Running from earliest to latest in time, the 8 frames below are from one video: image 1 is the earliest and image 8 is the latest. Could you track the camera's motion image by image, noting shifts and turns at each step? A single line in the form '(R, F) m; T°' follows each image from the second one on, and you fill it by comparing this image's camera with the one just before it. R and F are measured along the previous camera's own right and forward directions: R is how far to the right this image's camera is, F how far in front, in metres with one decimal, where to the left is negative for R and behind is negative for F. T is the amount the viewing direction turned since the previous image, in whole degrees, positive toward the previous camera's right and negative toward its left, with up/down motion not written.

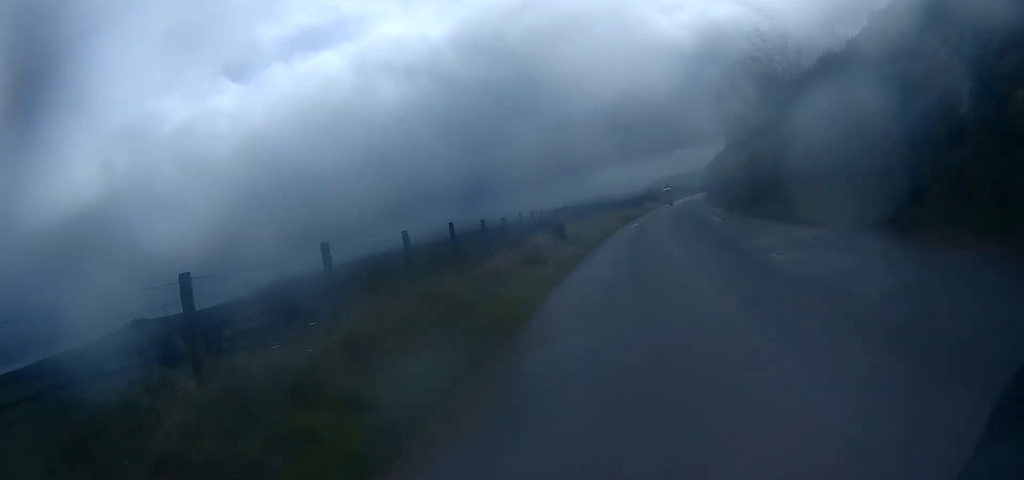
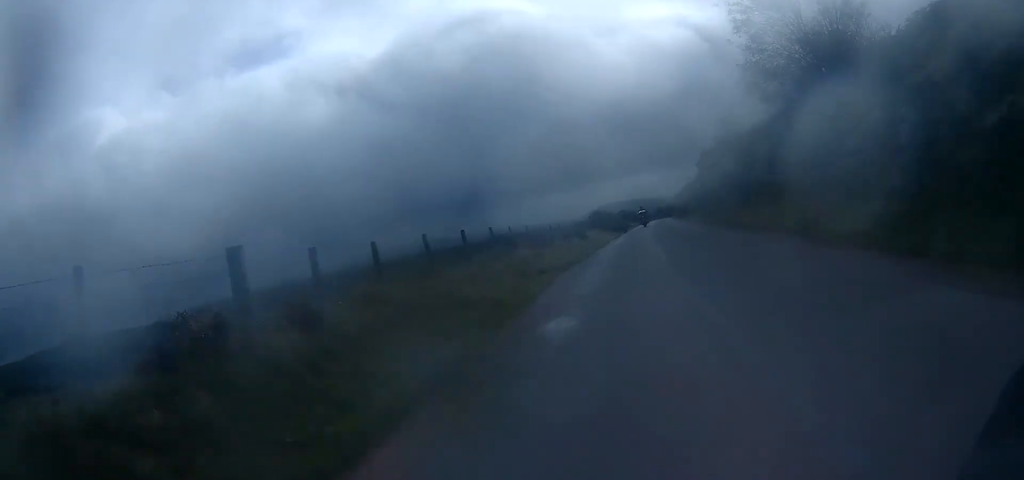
(+0.8, +21.9) m; +5°
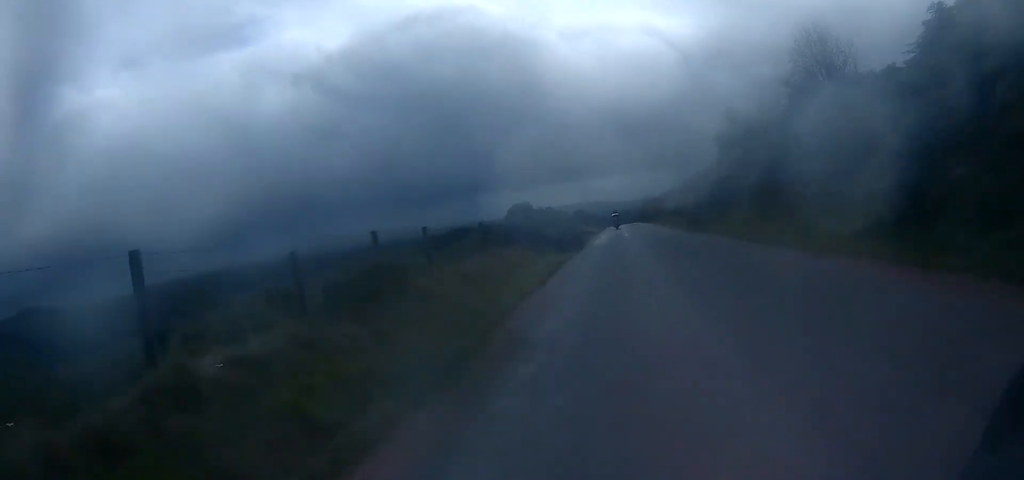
(+1.0, +24.4) m; +4°
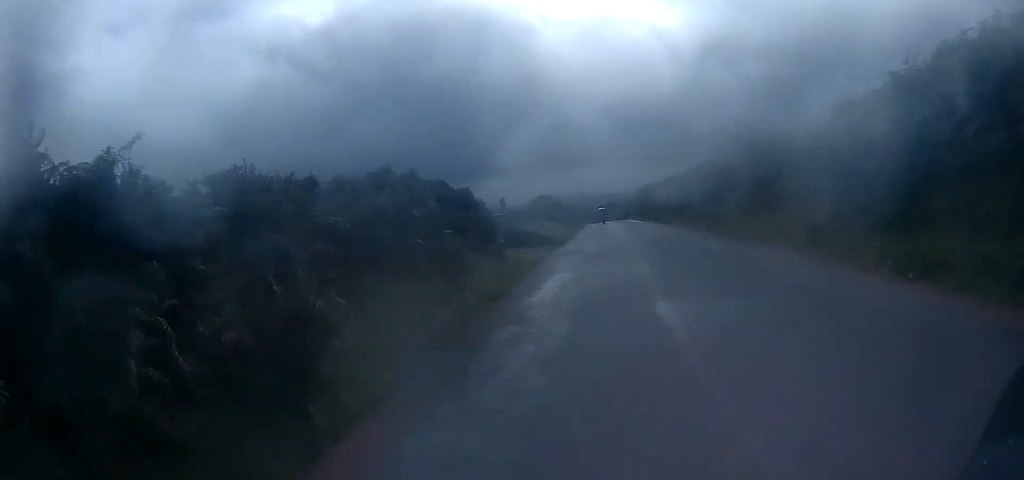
(+0.3, +26.1) m; +1°
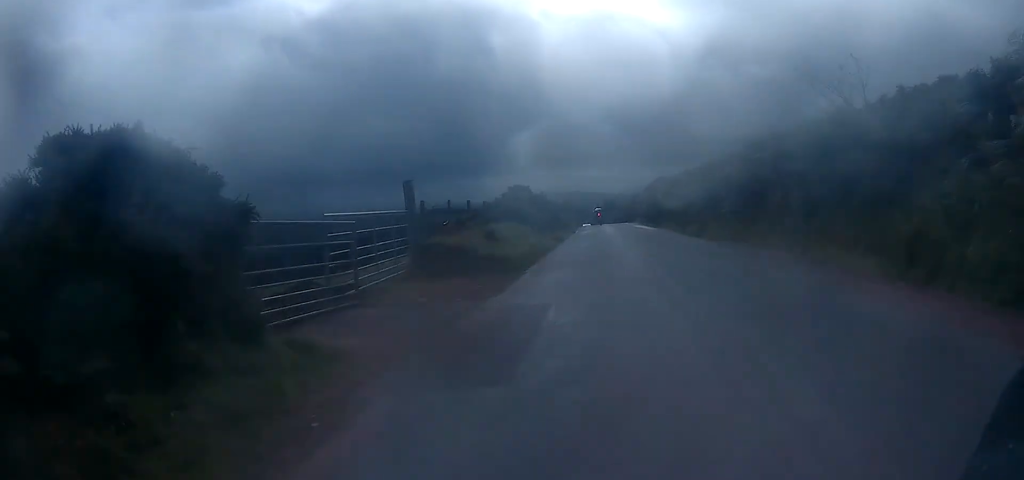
(0.0, +12.2) m; 0°
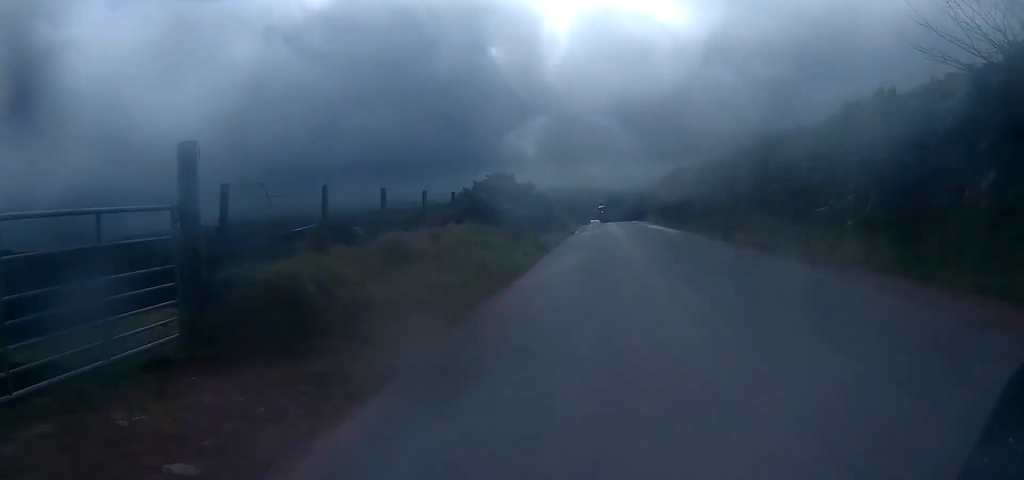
(0.0, +7.2) m; 0°
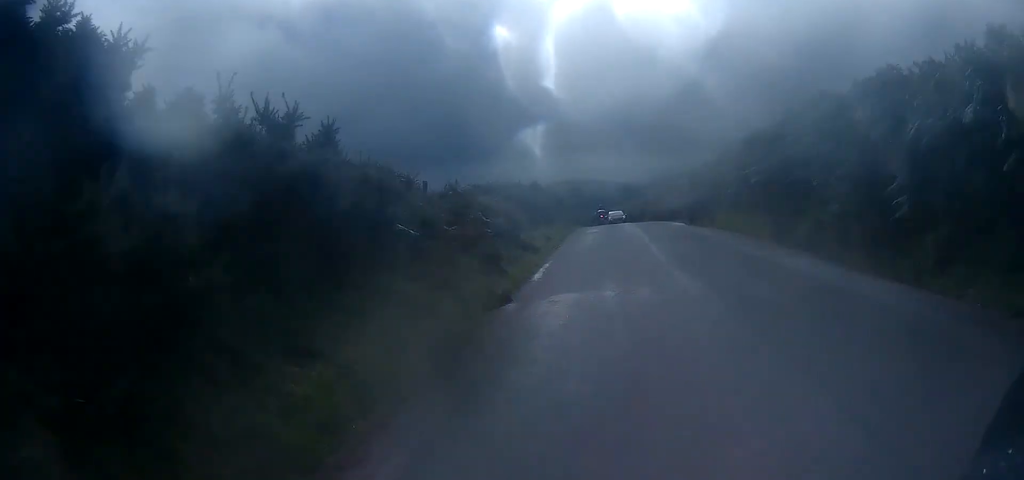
(-0.1, +21.6) m; 0°
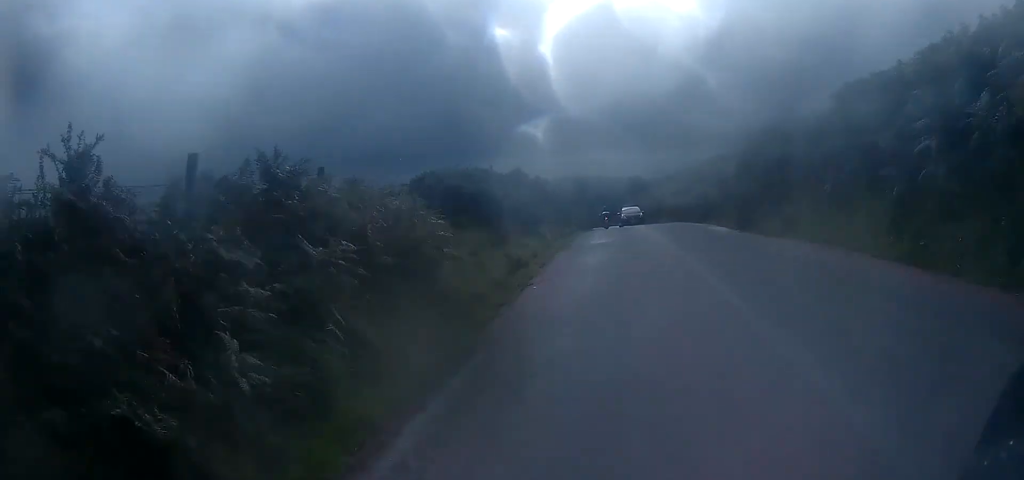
(0.0, +7.2) m; 0°
